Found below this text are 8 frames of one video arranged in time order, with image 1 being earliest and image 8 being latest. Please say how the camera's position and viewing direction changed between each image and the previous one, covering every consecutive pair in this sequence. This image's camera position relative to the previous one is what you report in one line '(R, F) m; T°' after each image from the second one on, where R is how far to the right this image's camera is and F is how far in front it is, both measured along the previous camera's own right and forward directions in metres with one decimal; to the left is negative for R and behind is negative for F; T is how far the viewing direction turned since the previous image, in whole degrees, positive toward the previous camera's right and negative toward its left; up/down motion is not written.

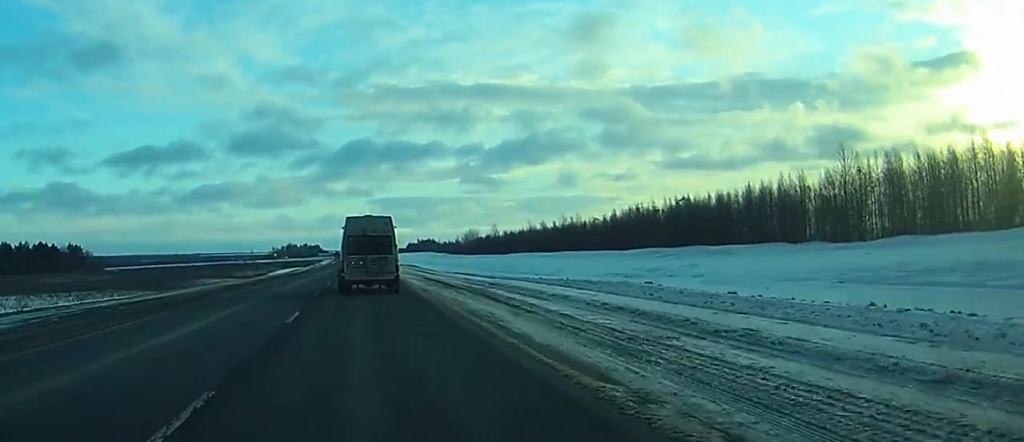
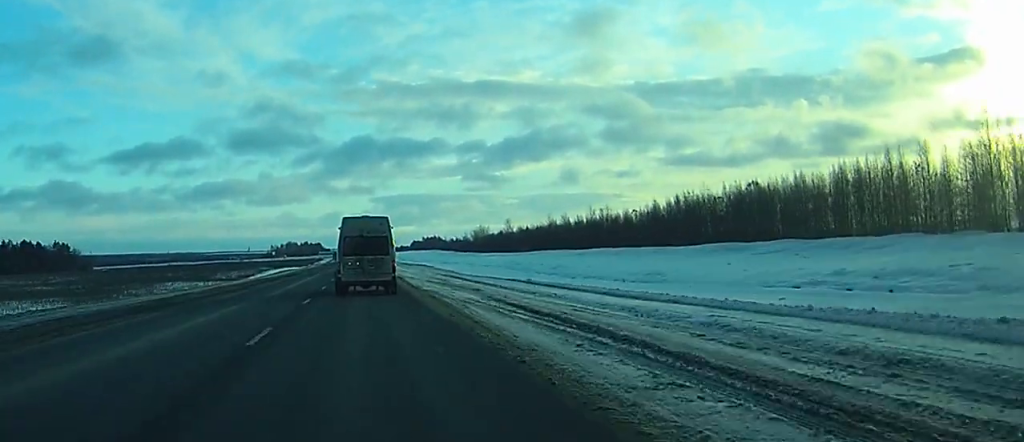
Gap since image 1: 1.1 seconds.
(-0.1, +28.7) m; 0°
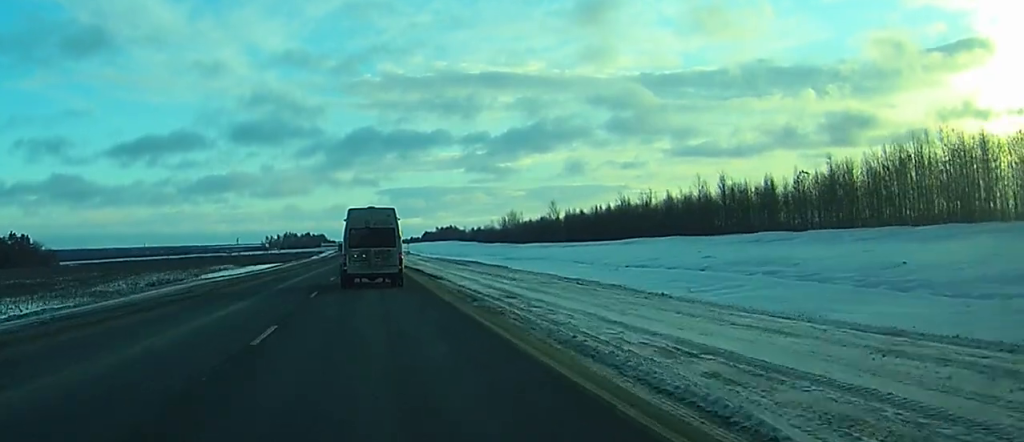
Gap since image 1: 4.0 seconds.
(-1.6, +72.6) m; -3°
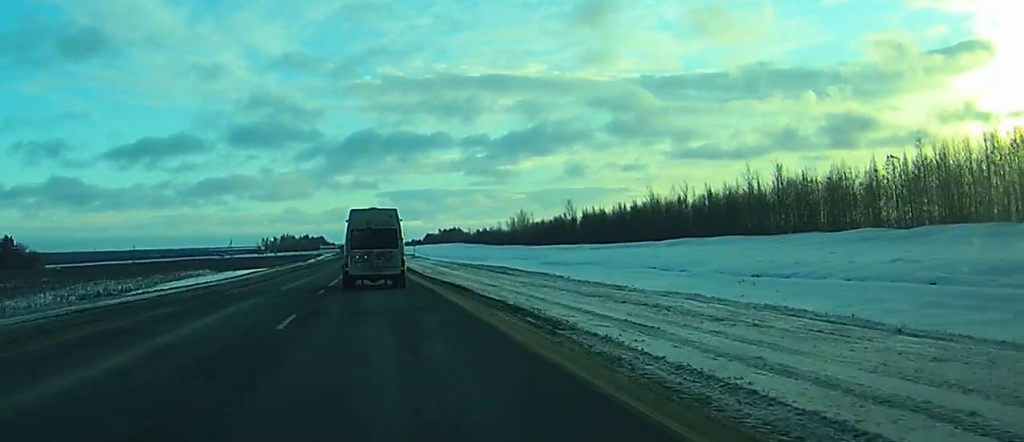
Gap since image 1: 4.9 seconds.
(+0.3, +21.8) m; +1°
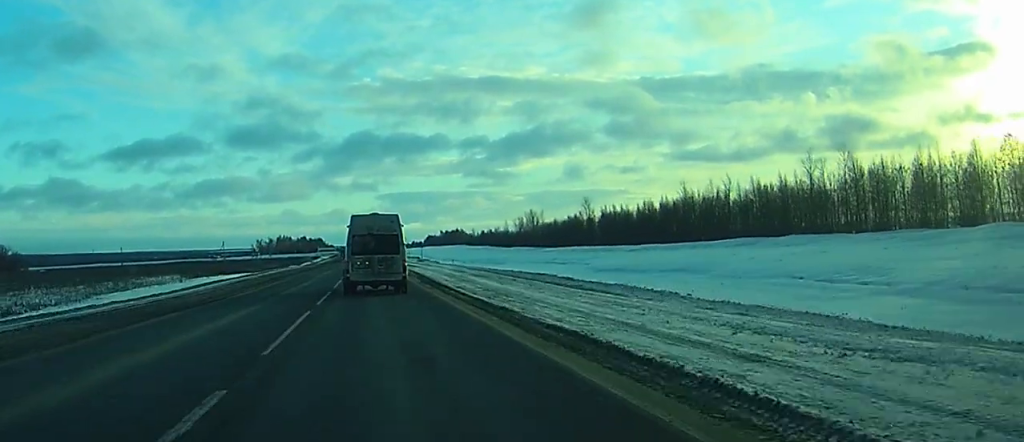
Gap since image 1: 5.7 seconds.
(0.0, +20.9) m; 0°
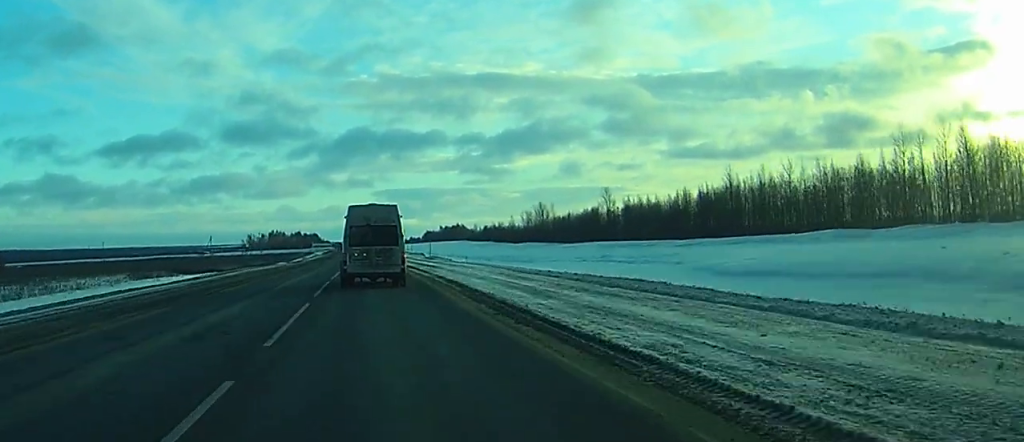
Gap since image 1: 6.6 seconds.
(0.0, +23.5) m; 0°
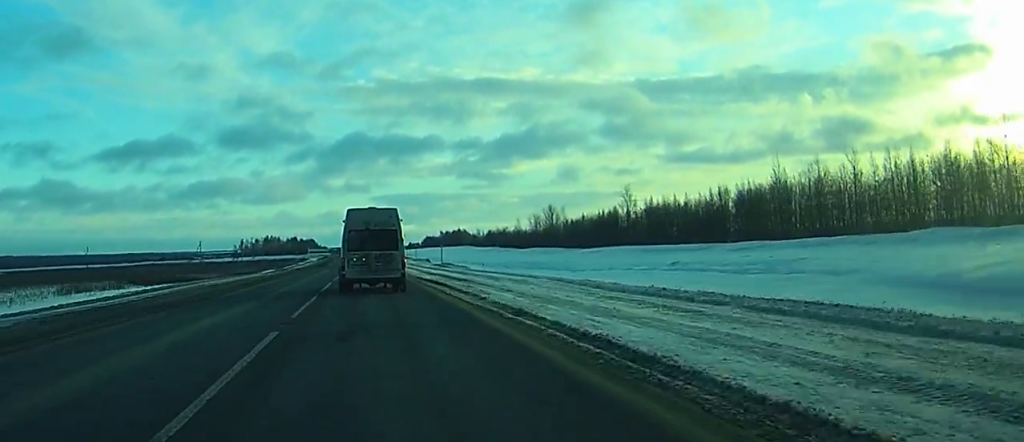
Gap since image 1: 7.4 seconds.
(0.0, +18.6) m; 0°
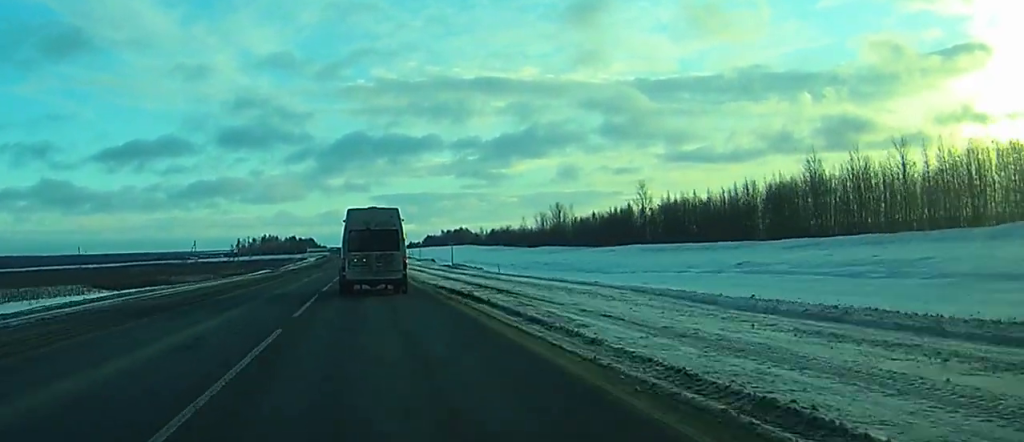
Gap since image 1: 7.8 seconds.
(0.0, +11.0) m; 0°
